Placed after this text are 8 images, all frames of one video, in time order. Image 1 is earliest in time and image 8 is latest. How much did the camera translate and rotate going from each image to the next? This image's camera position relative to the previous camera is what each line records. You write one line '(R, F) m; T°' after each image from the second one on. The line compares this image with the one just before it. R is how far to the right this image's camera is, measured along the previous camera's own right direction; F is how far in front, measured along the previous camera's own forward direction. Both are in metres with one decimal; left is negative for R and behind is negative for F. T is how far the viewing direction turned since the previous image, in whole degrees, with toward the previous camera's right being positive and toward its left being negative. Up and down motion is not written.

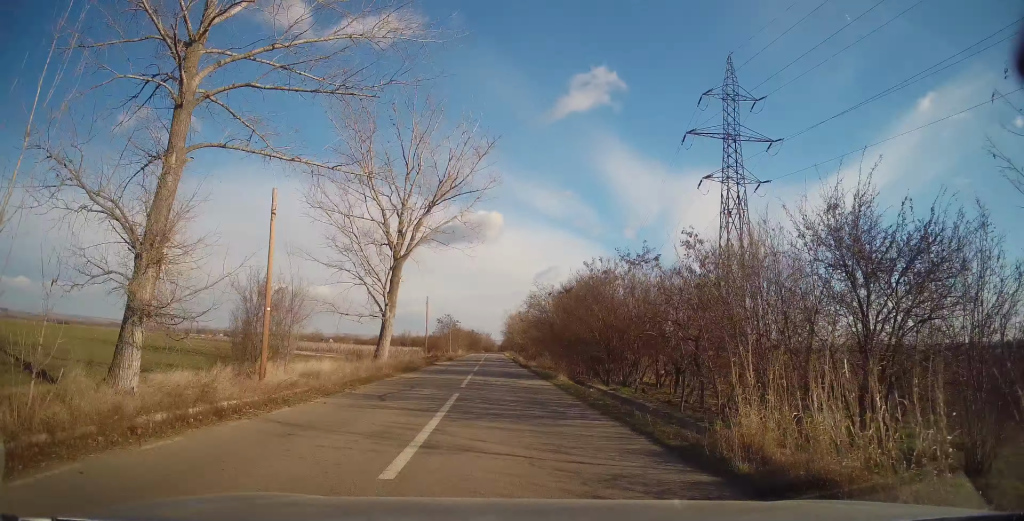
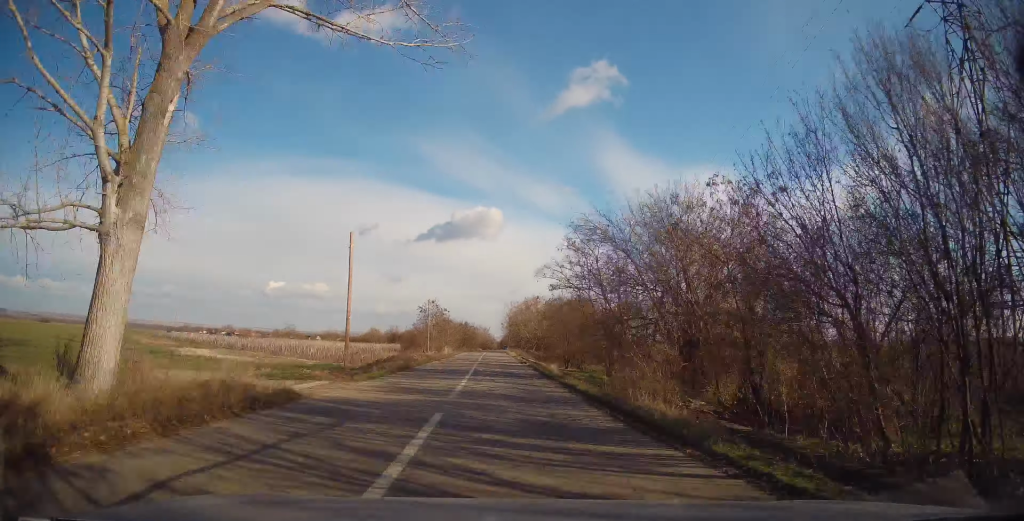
(0.0, +29.1) m; 0°
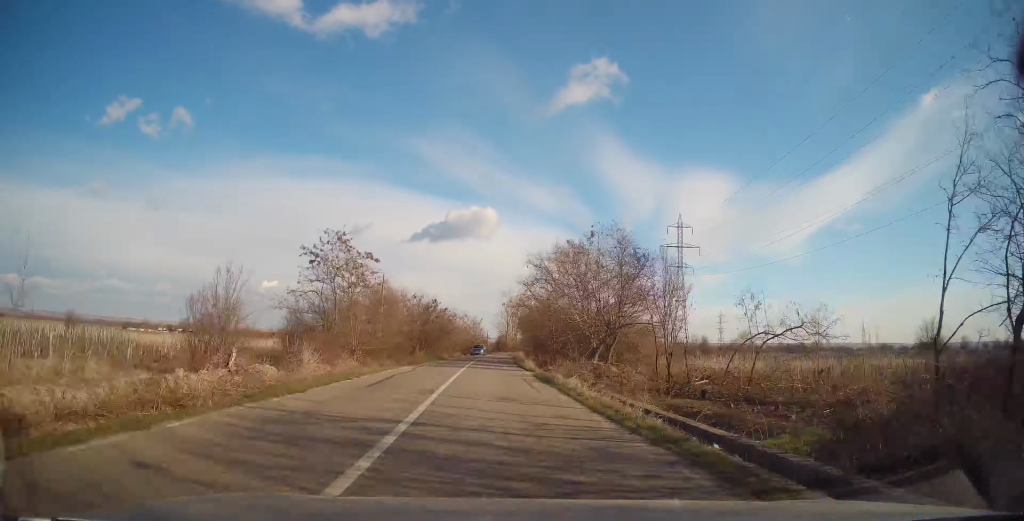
(+0.2, +53.9) m; +1°
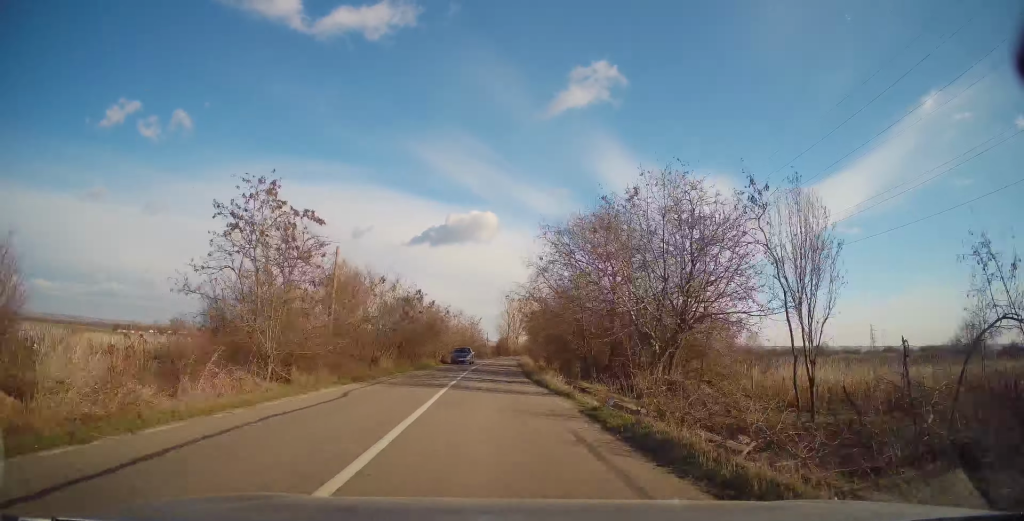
(+0.2, +13.0) m; 0°
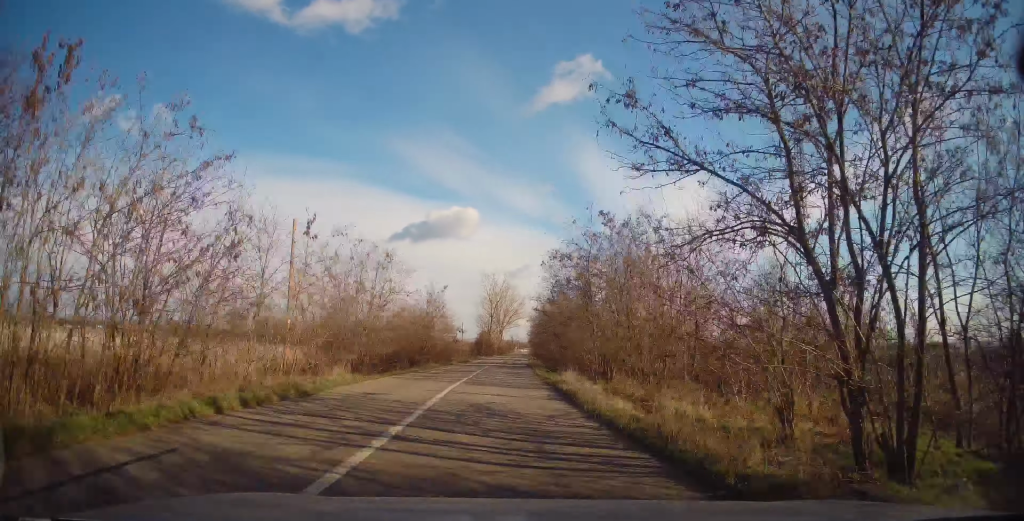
(+0.3, +40.0) m; +1°
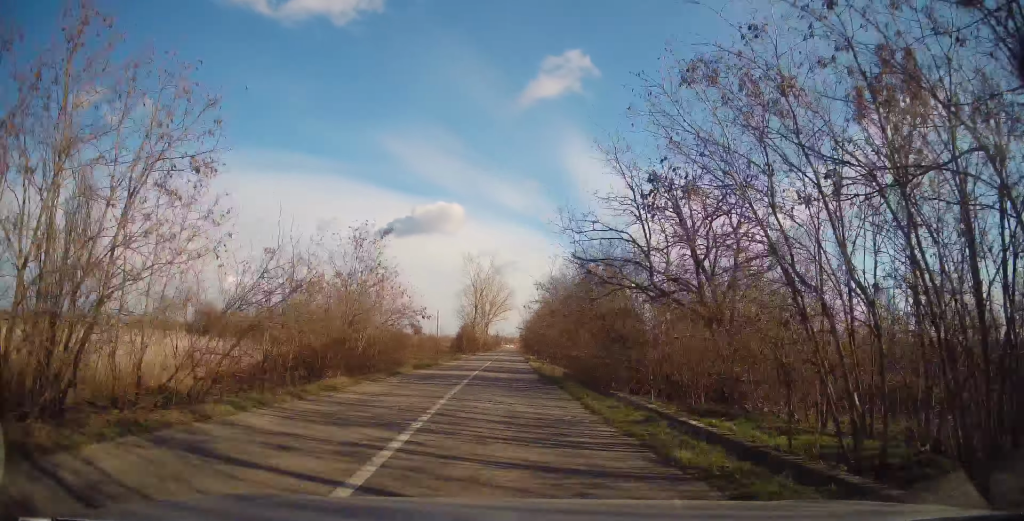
(0.0, +20.8) m; +2°
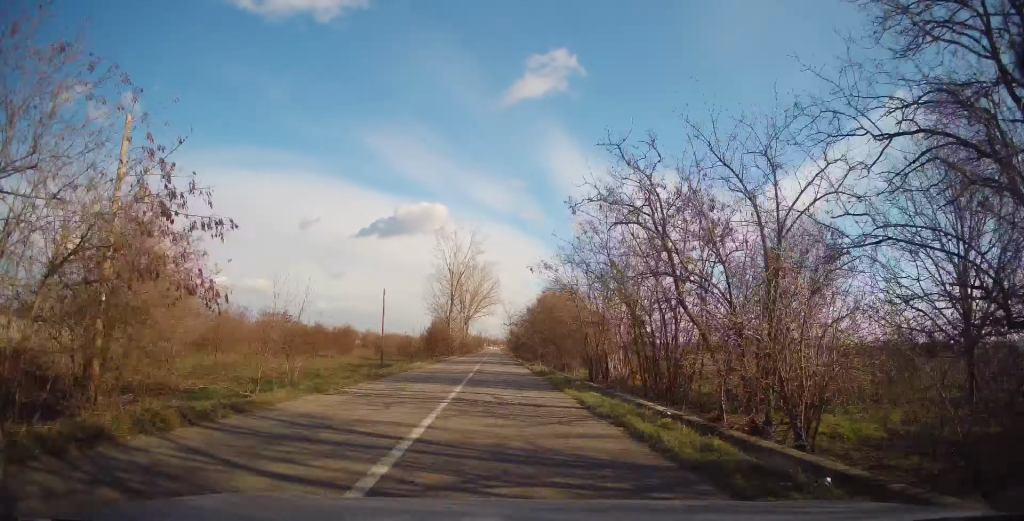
(+1.0, +26.5) m; +2°
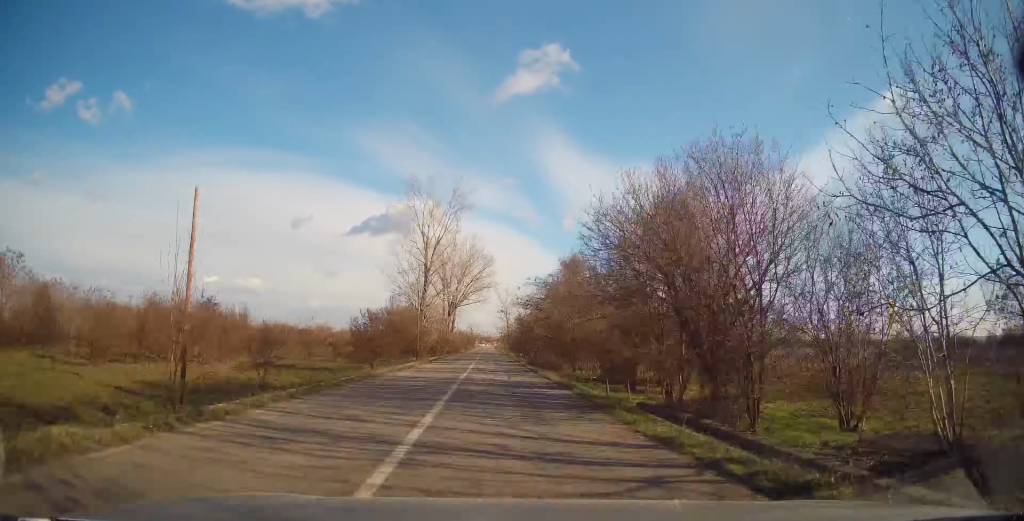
(+0.2, +28.0) m; 0°
